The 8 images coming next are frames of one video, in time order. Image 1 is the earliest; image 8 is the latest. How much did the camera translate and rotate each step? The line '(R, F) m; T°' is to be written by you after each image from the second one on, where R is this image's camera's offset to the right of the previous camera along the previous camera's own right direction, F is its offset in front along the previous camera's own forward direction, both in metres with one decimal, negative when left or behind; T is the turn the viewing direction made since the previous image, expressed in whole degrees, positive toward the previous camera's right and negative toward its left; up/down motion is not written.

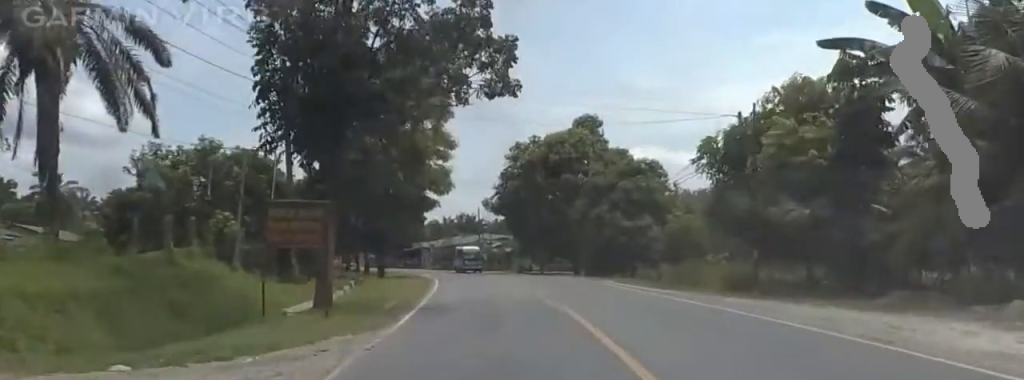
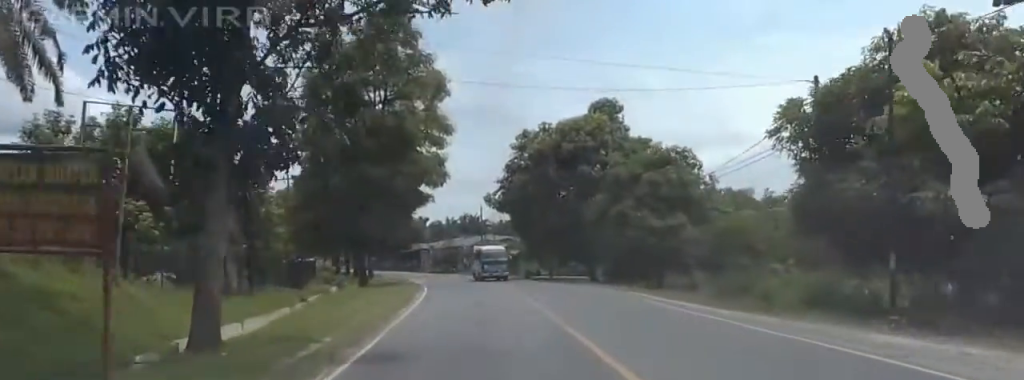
(-0.5, +9.2) m; -2°
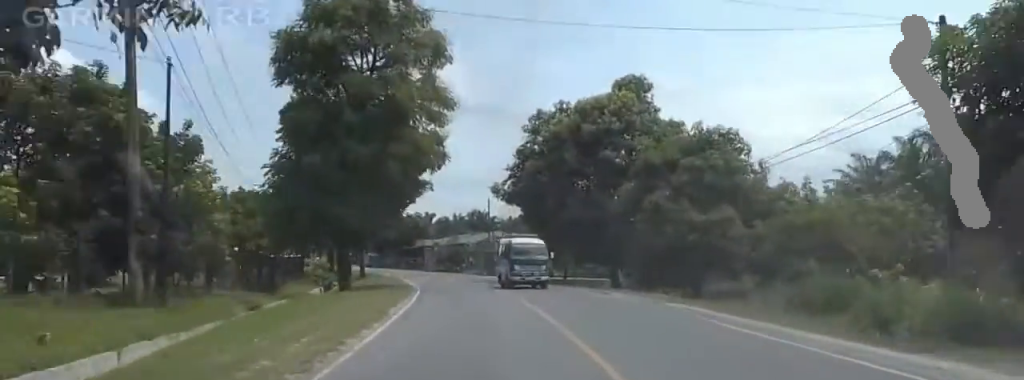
(-0.5, +8.1) m; -2°
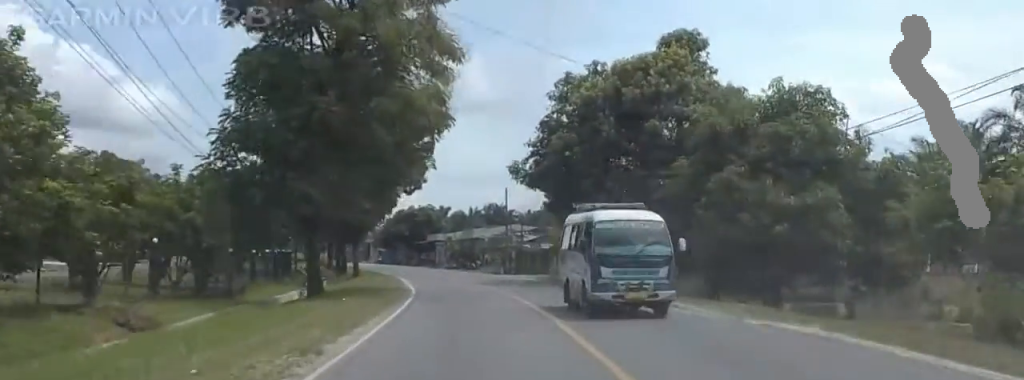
(+0.4, +10.0) m; 0°
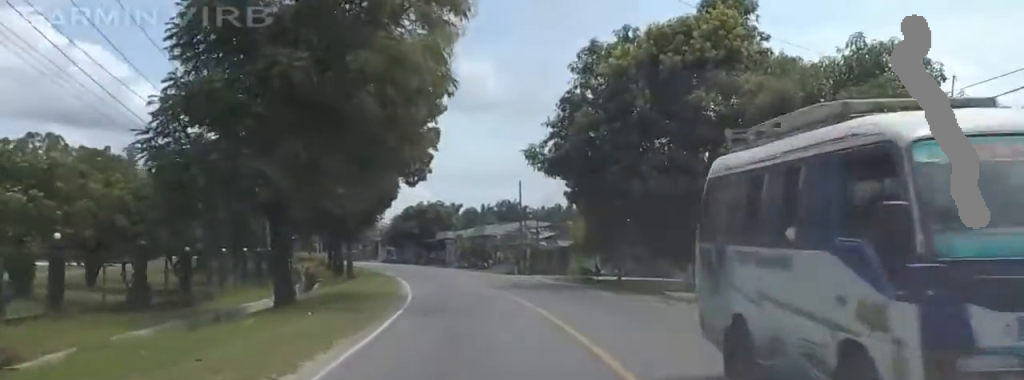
(+0.1, +6.4) m; 0°
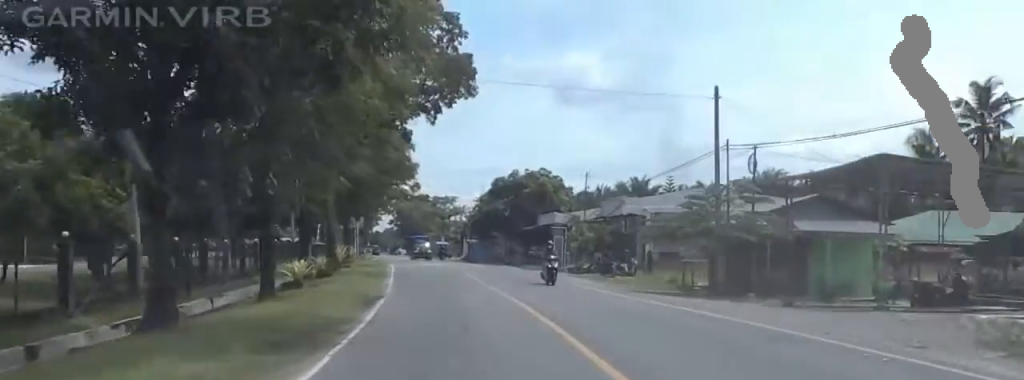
(-1.6, +40.3) m; -7°
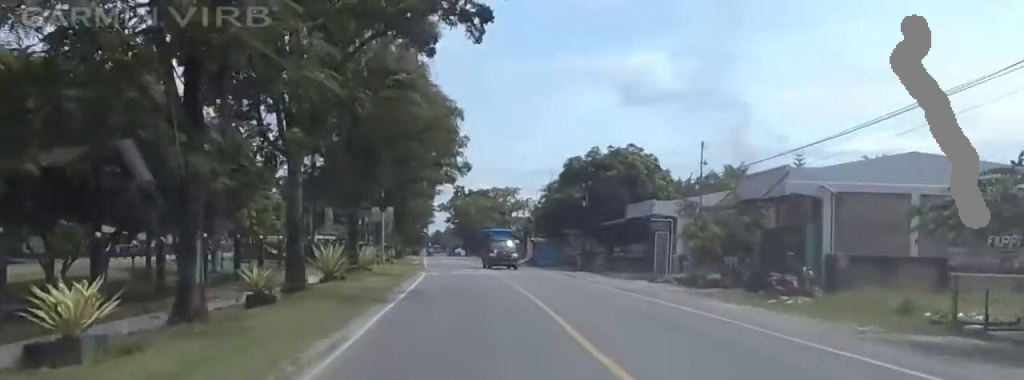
(-0.9, +18.7) m; 0°
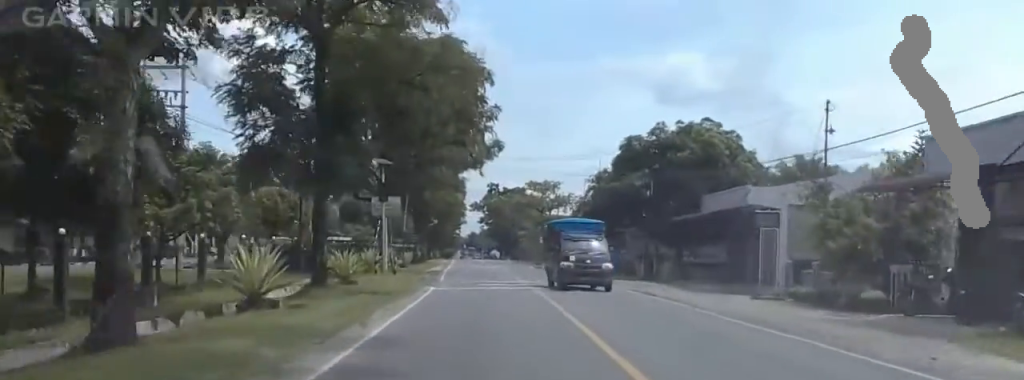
(+0.8, +12.9) m; -1°
